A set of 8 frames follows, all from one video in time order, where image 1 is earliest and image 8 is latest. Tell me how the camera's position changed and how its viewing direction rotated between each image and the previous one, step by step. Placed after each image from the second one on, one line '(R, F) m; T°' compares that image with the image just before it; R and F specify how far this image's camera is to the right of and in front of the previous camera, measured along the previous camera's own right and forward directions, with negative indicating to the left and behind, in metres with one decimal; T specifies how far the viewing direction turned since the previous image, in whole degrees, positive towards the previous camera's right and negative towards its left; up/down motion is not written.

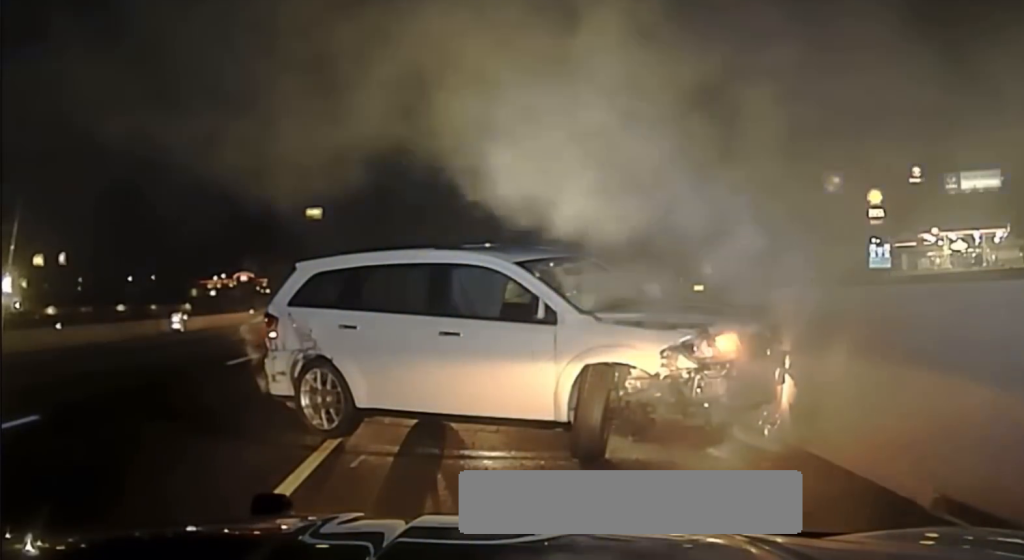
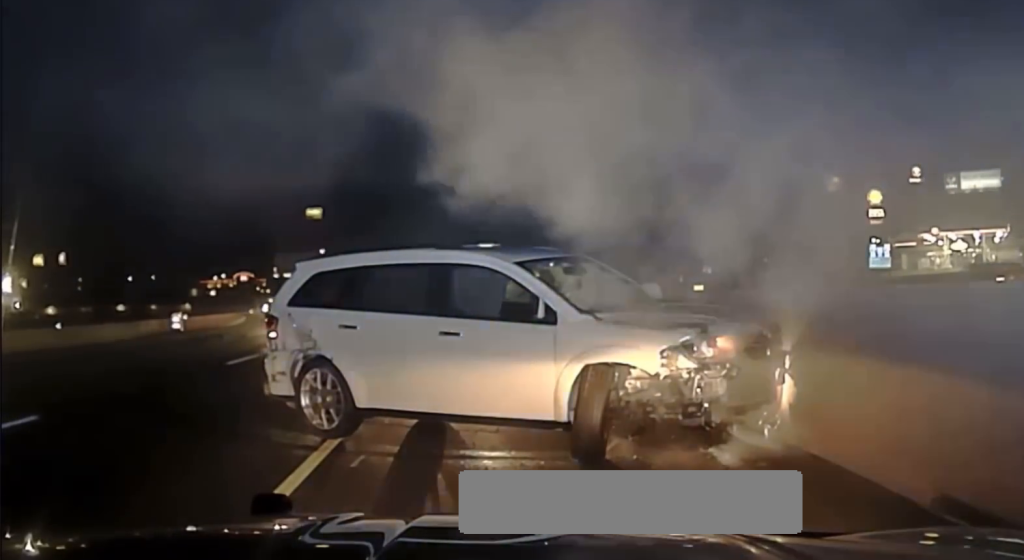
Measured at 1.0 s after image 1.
(0.0, 0.0) m; 0°
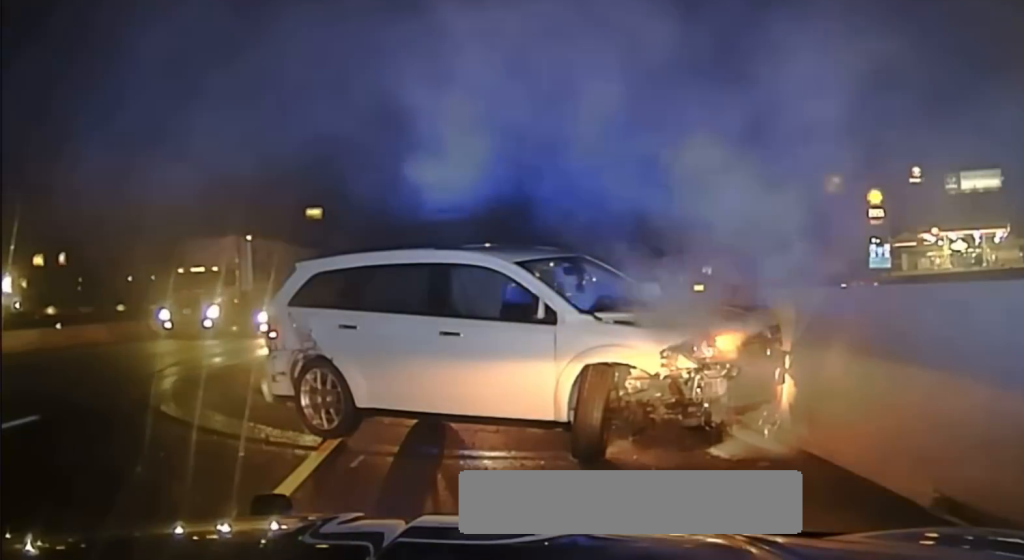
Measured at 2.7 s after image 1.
(0.0, 0.0) m; 0°
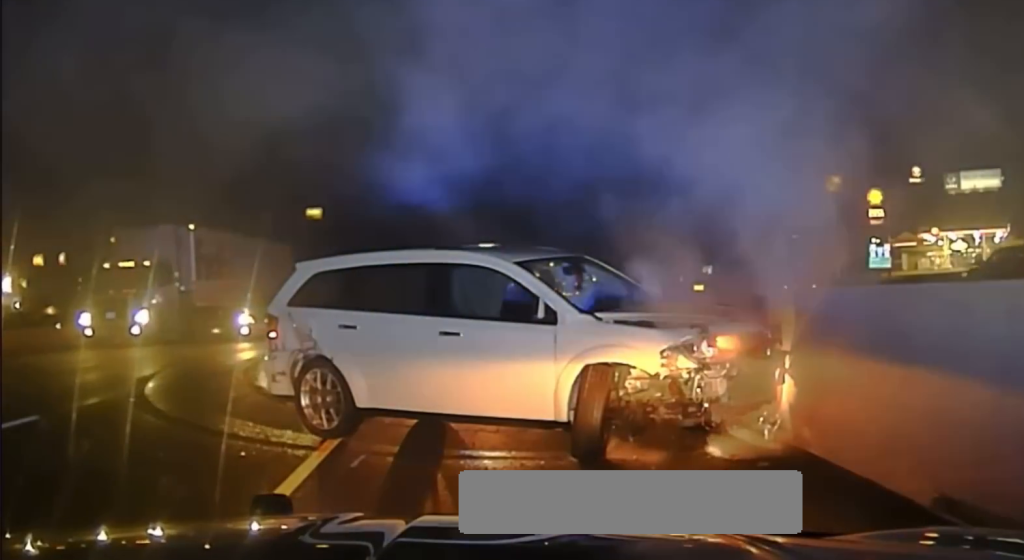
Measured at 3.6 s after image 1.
(0.0, 0.0) m; 0°
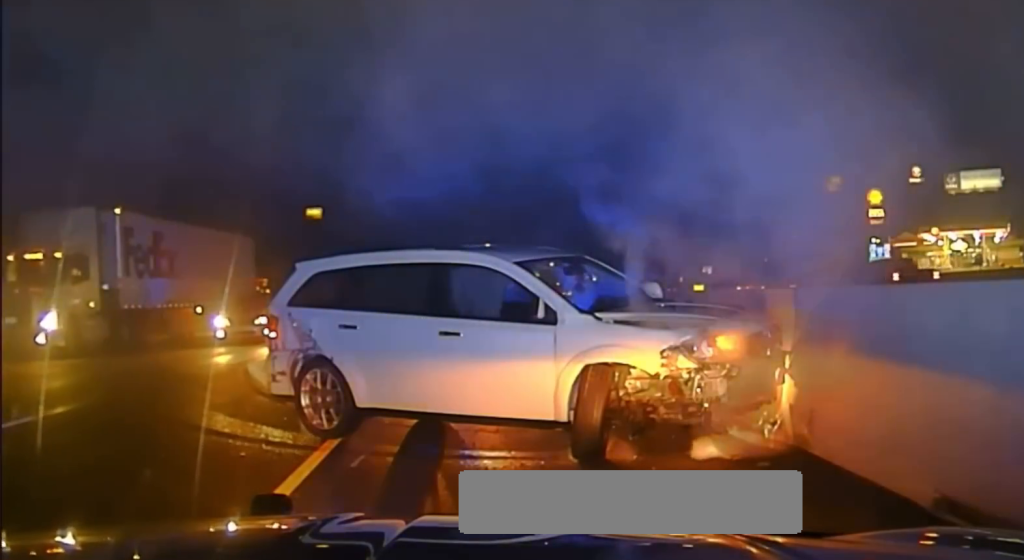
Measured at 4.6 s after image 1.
(0.0, 0.0) m; 0°
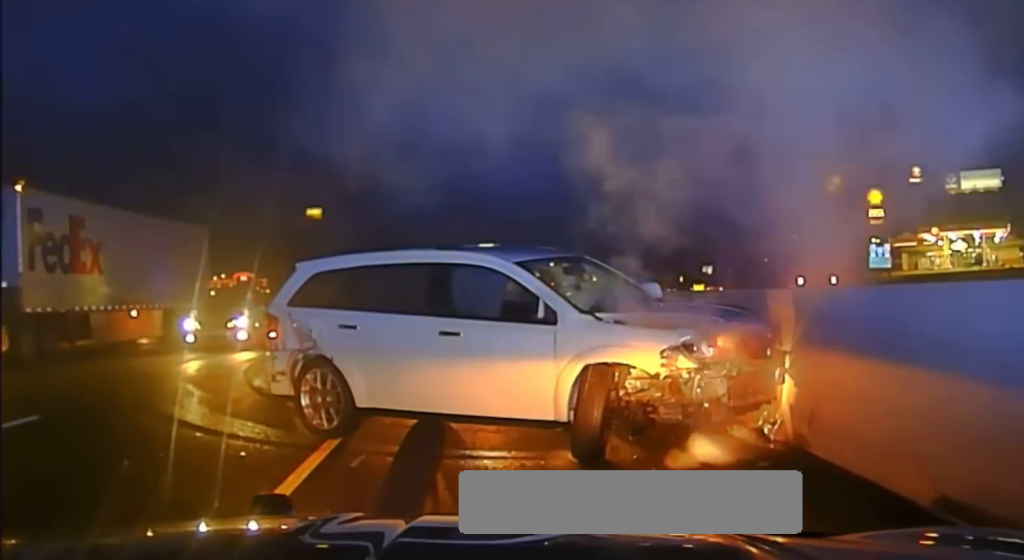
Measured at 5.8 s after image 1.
(0.0, 0.0) m; 0°
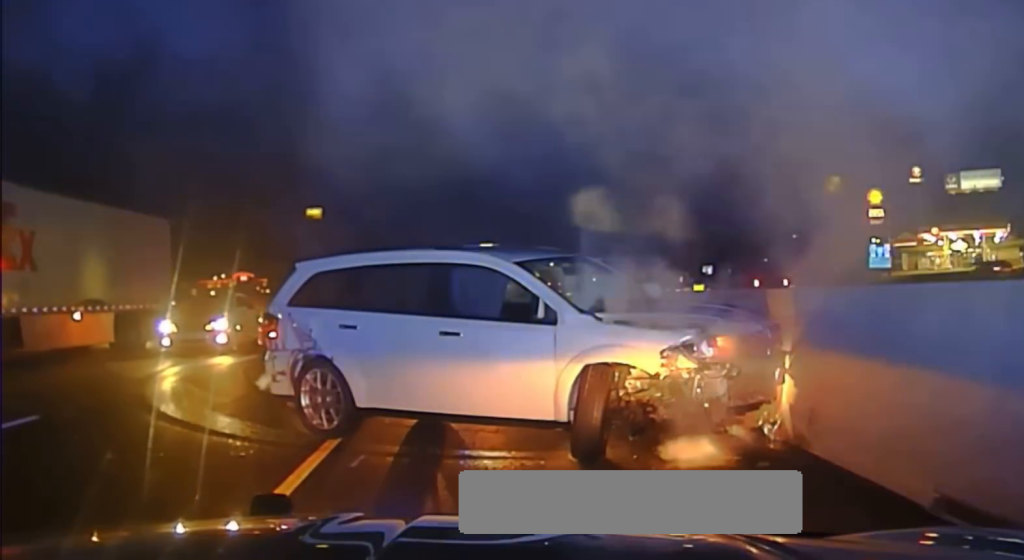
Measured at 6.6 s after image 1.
(0.0, 0.0) m; 0°
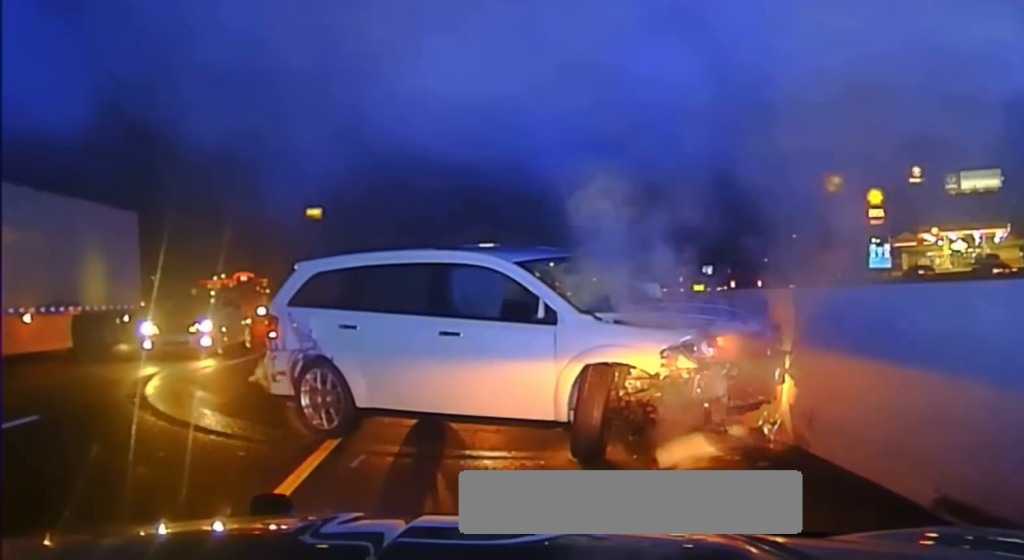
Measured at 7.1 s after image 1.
(0.0, 0.0) m; 0°
